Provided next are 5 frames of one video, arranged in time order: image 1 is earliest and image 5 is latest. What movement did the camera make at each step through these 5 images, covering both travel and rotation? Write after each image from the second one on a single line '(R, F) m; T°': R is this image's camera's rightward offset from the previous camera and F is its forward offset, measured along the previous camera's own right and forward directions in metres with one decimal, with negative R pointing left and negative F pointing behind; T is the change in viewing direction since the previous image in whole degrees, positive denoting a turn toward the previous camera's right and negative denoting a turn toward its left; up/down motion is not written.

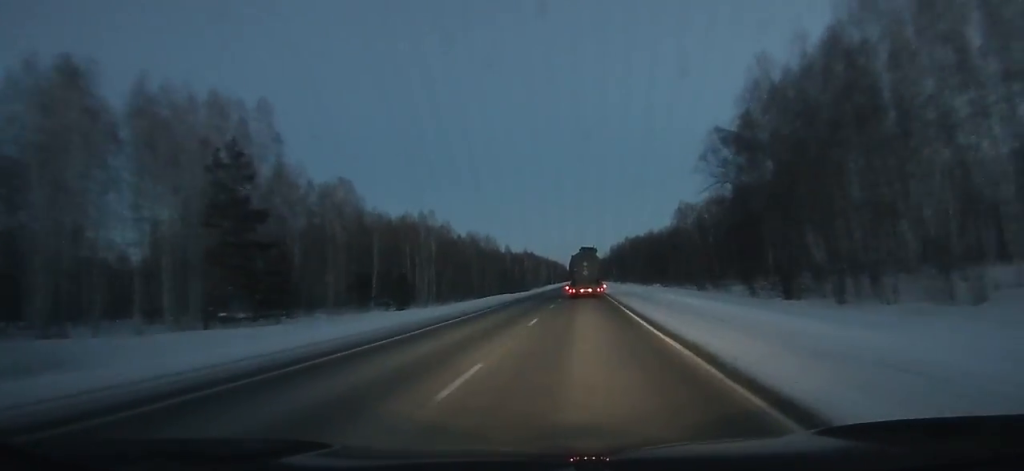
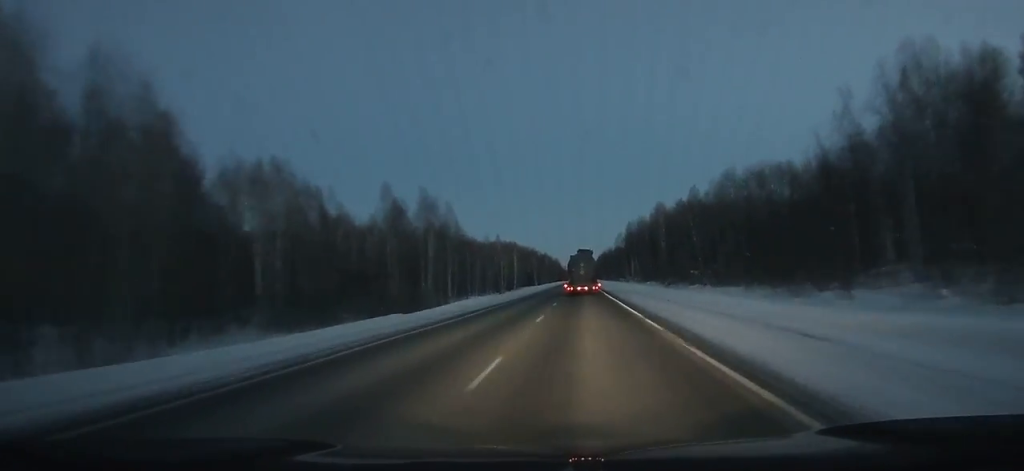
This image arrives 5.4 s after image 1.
(-0.2, +133.1) m; 0°
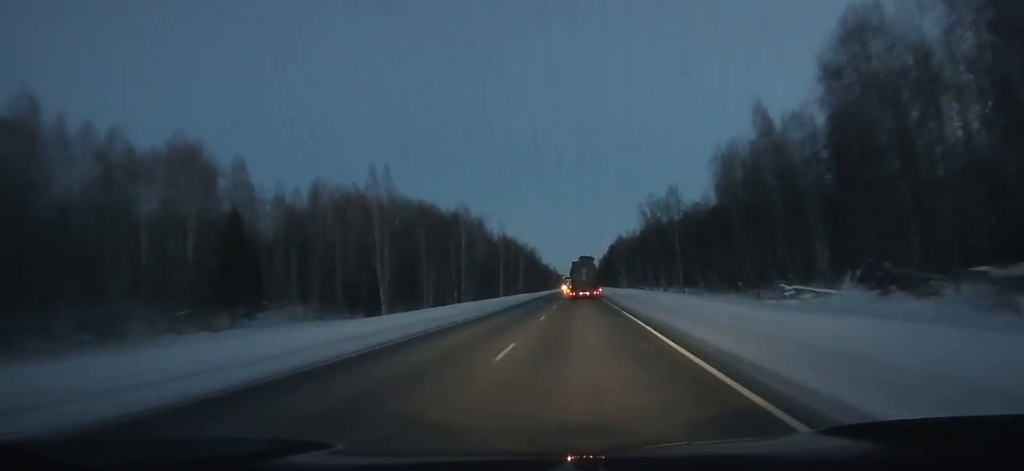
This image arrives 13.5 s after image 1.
(+0.1, +203.3) m; 0°
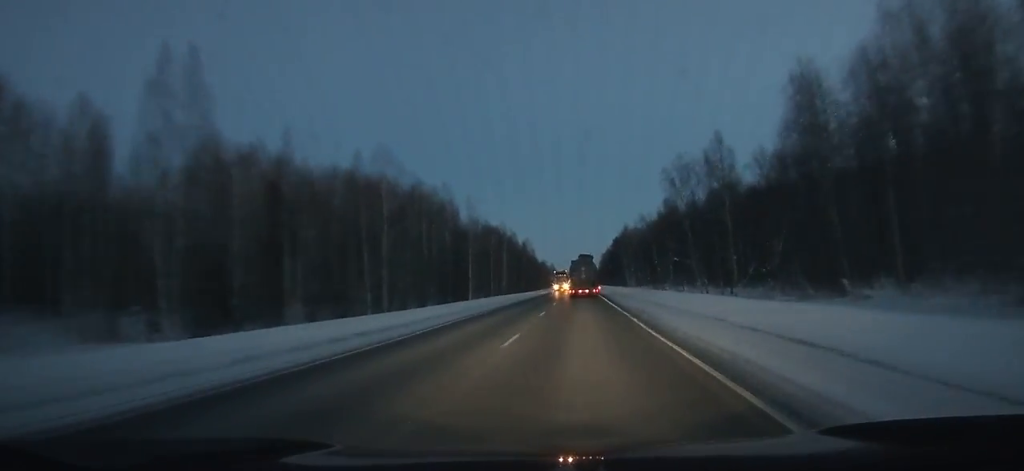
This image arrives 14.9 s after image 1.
(0.0, +35.9) m; 0°
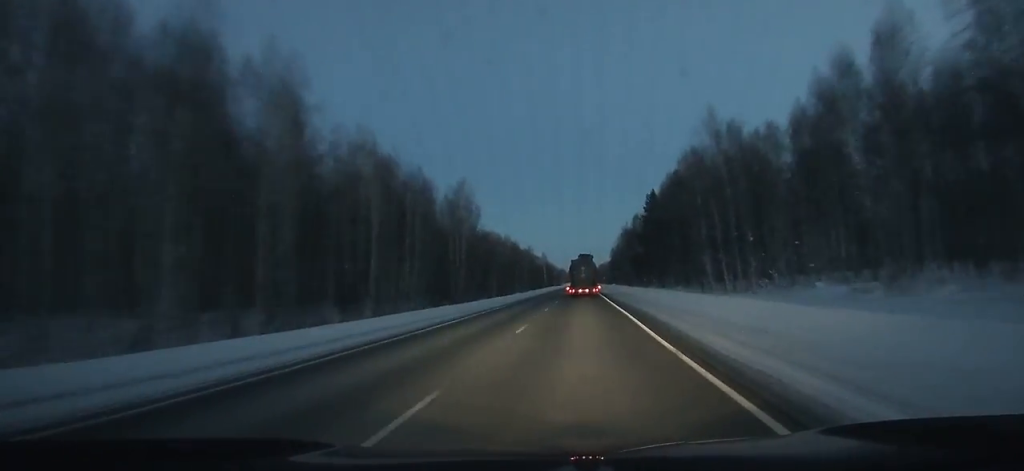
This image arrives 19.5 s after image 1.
(+0.2, +118.7) m; 0°
